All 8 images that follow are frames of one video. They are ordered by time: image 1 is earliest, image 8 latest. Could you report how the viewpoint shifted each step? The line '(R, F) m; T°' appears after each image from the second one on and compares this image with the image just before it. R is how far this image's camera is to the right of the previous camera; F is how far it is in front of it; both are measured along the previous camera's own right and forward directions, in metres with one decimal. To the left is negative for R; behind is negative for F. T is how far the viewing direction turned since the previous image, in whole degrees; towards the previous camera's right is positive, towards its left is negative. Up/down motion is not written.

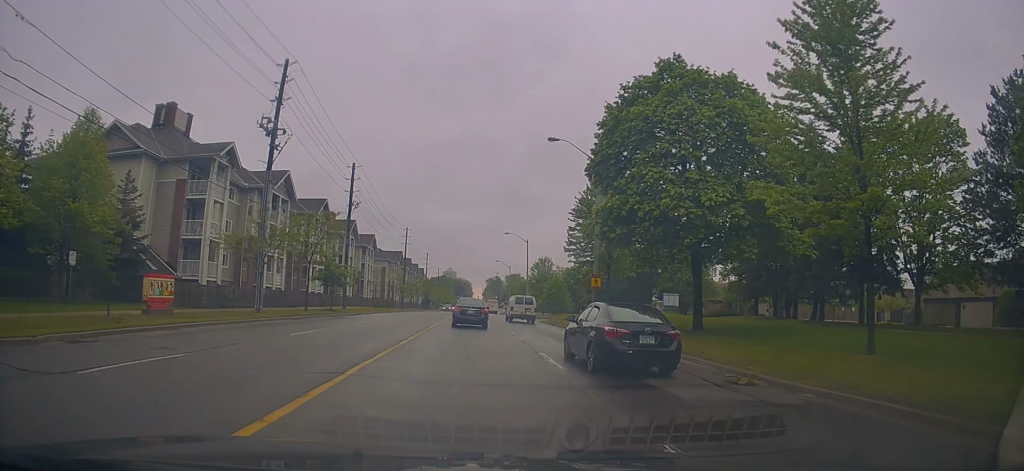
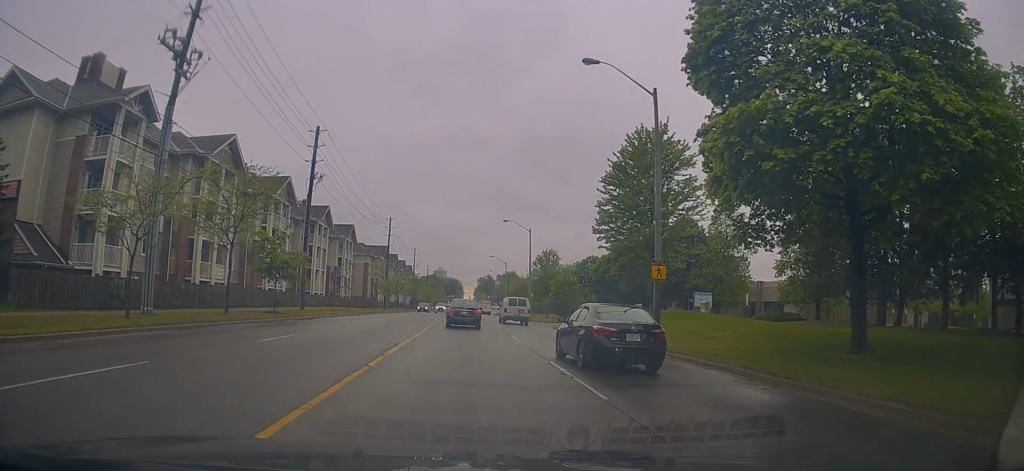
(+0.1, +12.8) m; +2°
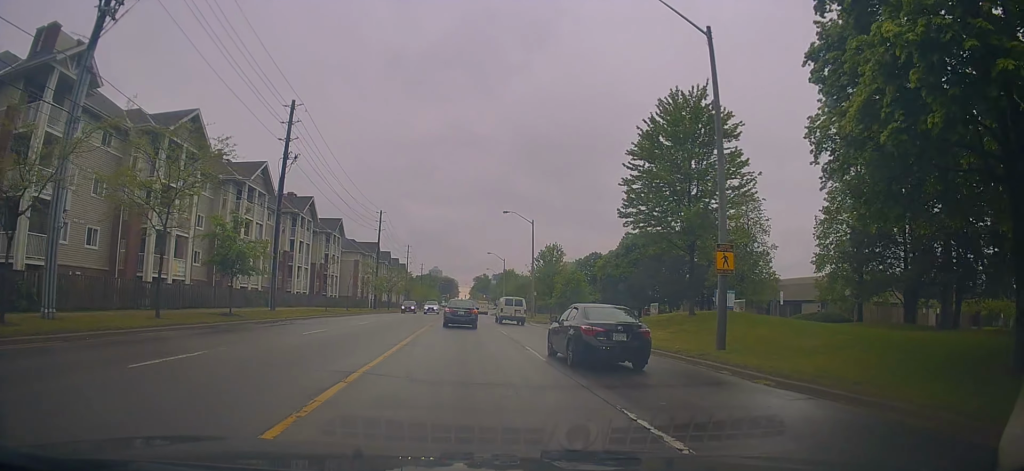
(+0.1, +6.6) m; 0°
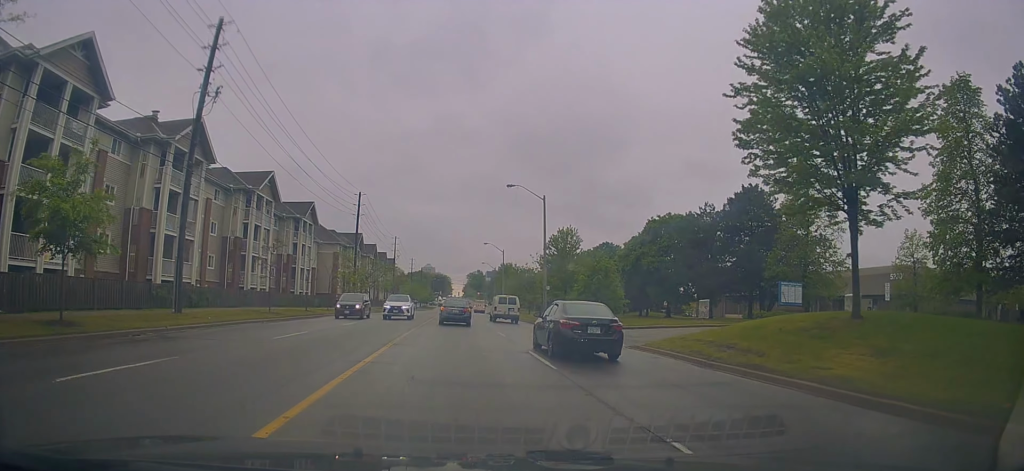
(-0.1, +13.0) m; 0°
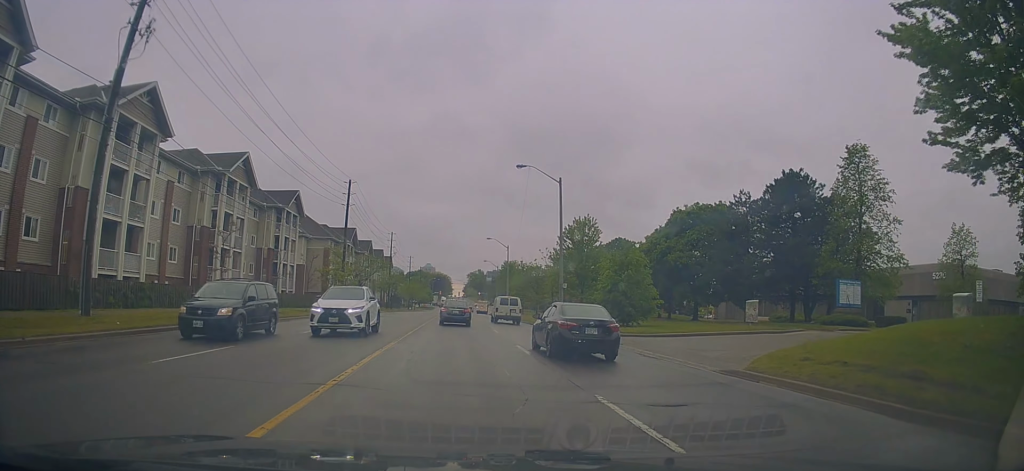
(0.0, +7.2) m; +1°
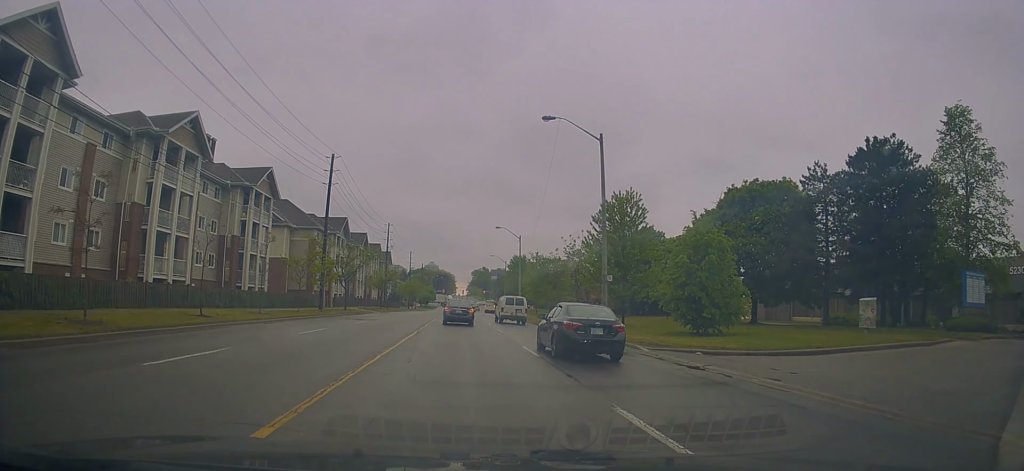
(+0.3, +10.9) m; 0°
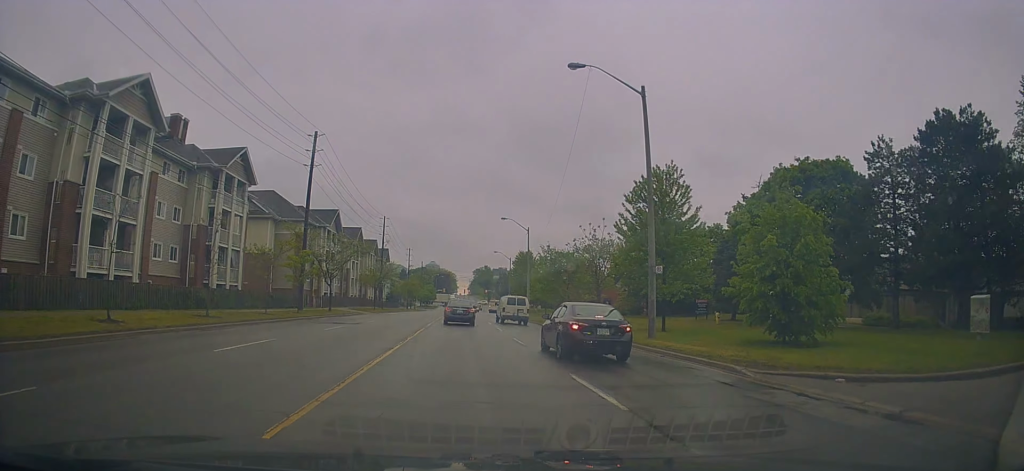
(-0.2, +6.7) m; -2°
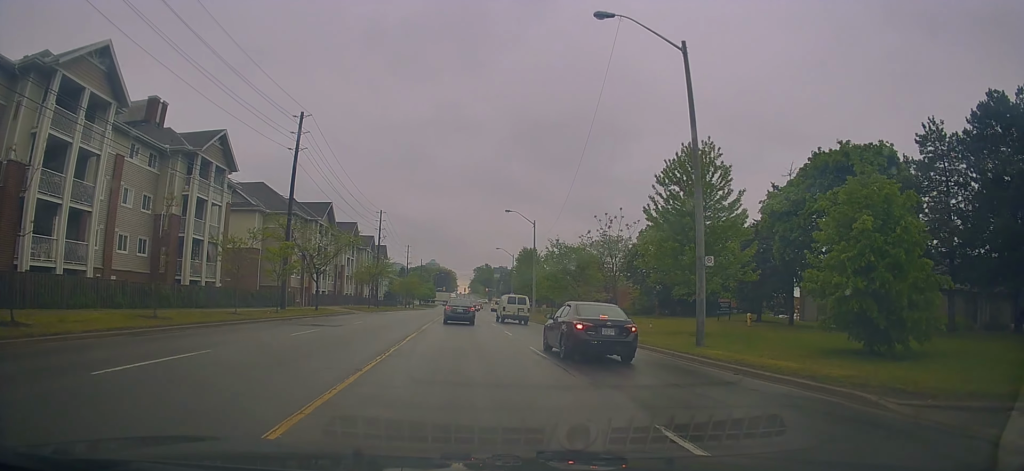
(0.0, +5.1) m; +1°
